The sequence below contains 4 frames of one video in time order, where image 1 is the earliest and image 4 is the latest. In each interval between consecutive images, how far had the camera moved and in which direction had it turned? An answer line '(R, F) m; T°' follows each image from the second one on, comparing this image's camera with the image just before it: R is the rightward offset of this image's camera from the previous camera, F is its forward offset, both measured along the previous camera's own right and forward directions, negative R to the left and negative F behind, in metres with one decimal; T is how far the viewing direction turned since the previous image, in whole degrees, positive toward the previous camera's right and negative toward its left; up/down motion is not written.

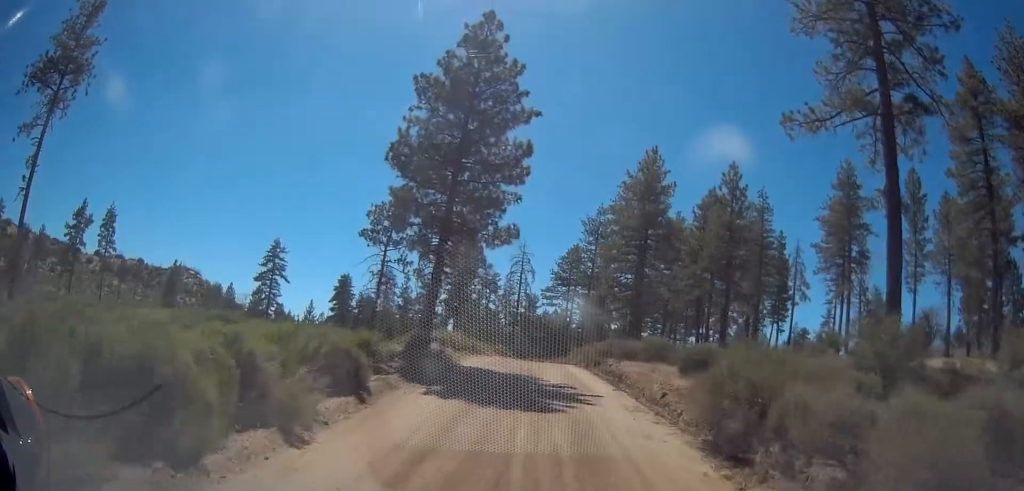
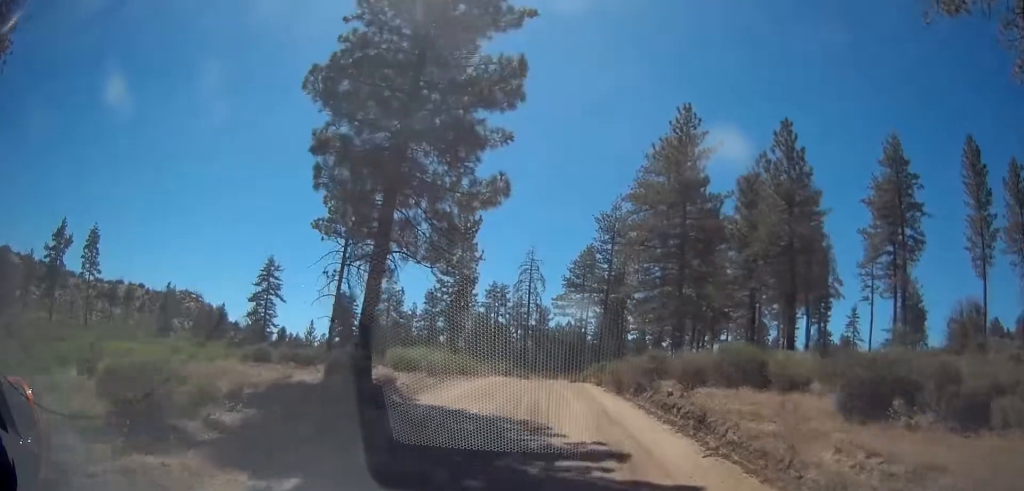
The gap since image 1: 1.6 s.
(-0.2, +10.1) m; 0°
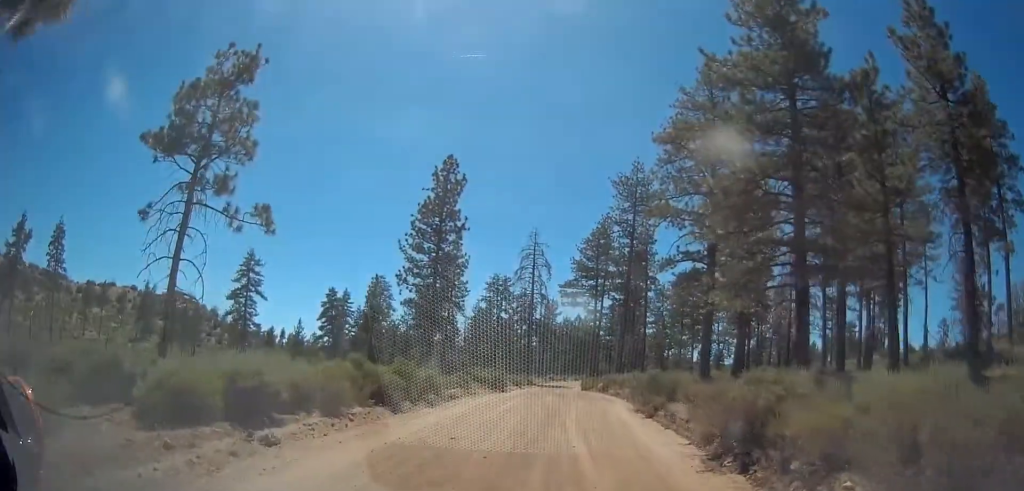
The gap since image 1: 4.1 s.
(+0.2, +15.5) m; -1°
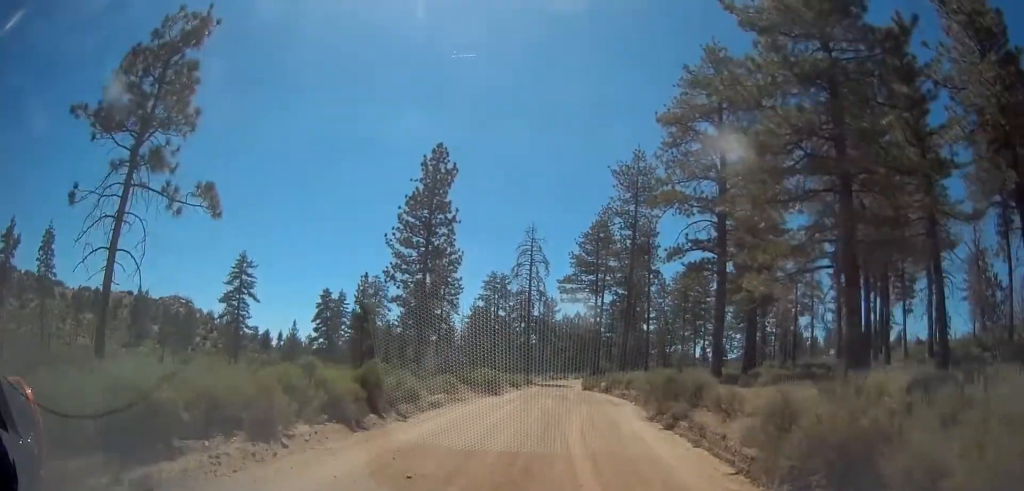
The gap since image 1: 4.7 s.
(0.0, +3.2) m; +1°
